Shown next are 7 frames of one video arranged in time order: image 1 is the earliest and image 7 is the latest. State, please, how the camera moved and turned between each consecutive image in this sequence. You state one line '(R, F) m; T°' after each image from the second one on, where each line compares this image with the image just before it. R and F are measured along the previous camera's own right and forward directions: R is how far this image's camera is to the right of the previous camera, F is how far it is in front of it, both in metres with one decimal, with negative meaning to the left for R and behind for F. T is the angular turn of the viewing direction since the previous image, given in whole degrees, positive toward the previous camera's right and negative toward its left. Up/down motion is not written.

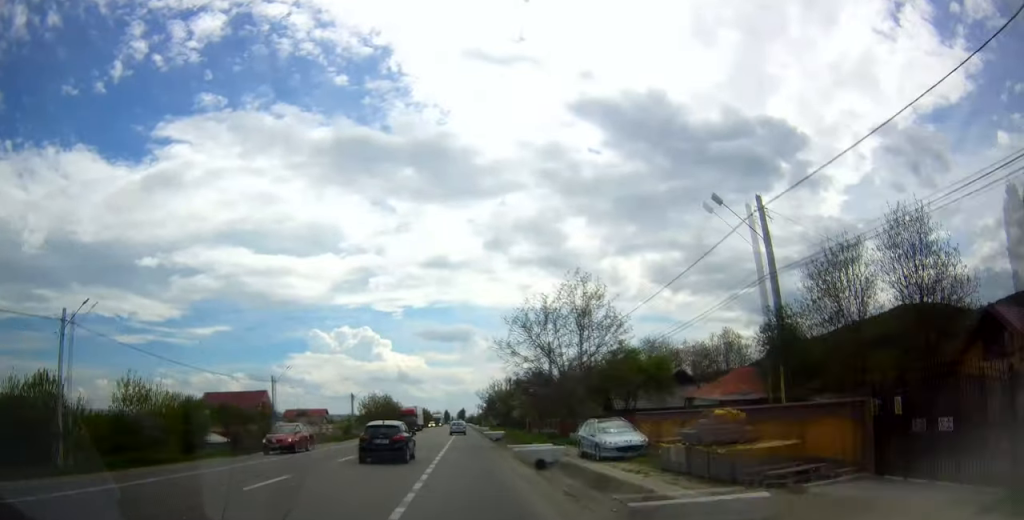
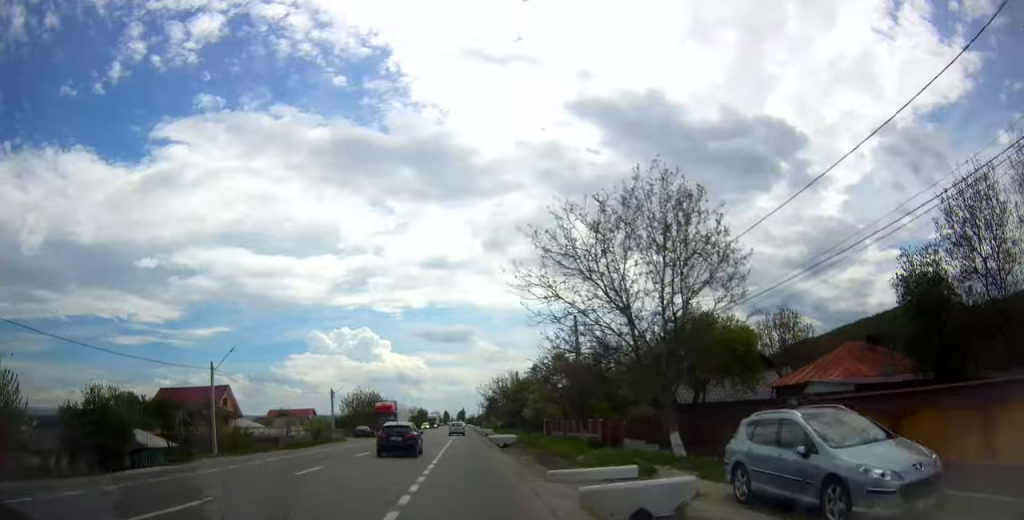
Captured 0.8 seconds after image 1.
(-0.3, +14.3) m; 0°
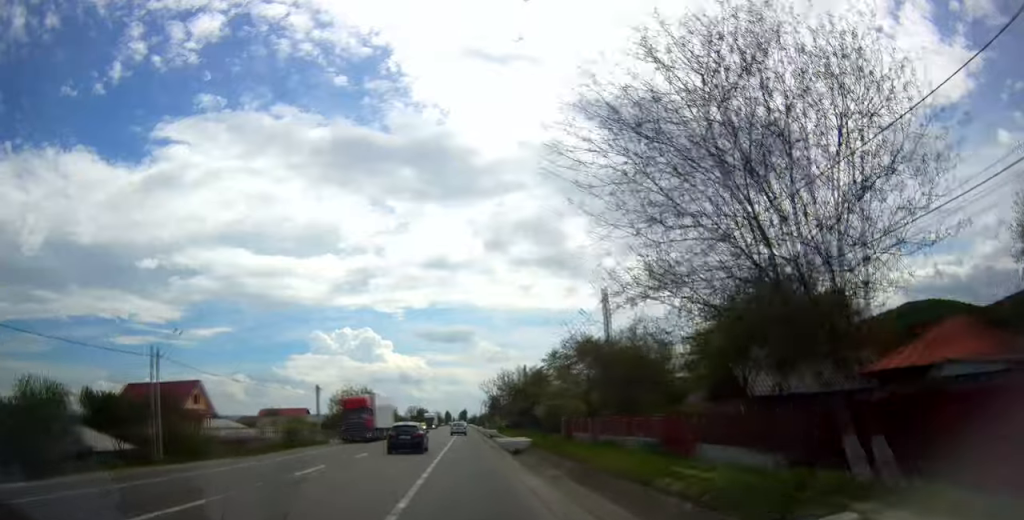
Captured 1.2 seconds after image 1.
(+0.1, +9.0) m; 0°
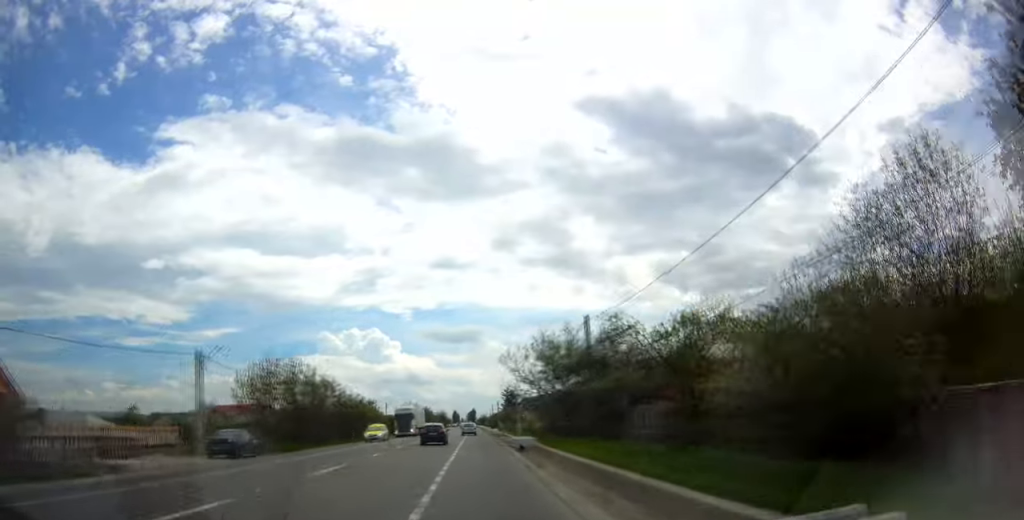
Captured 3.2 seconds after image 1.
(+0.1, +35.7) m; 0°
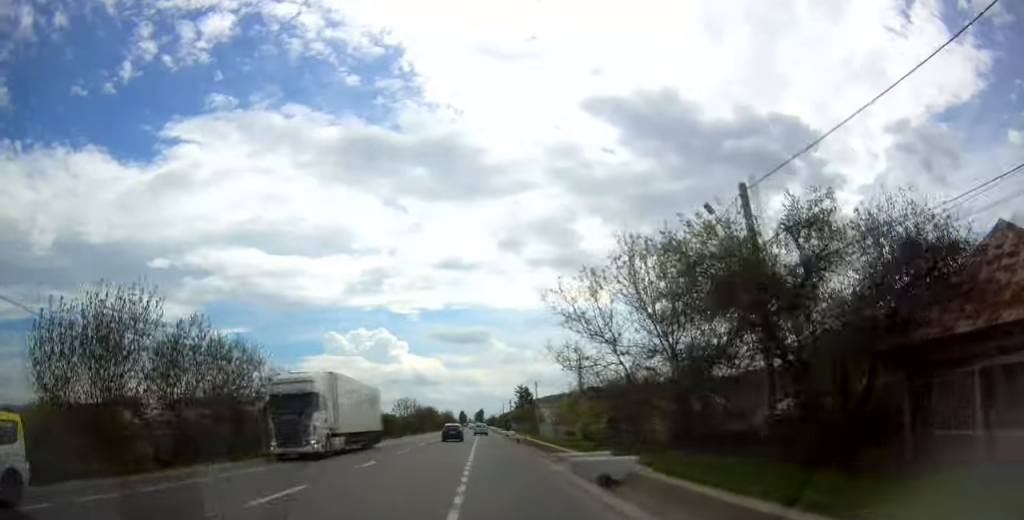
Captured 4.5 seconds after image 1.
(+0.1, +24.6) m; 0°
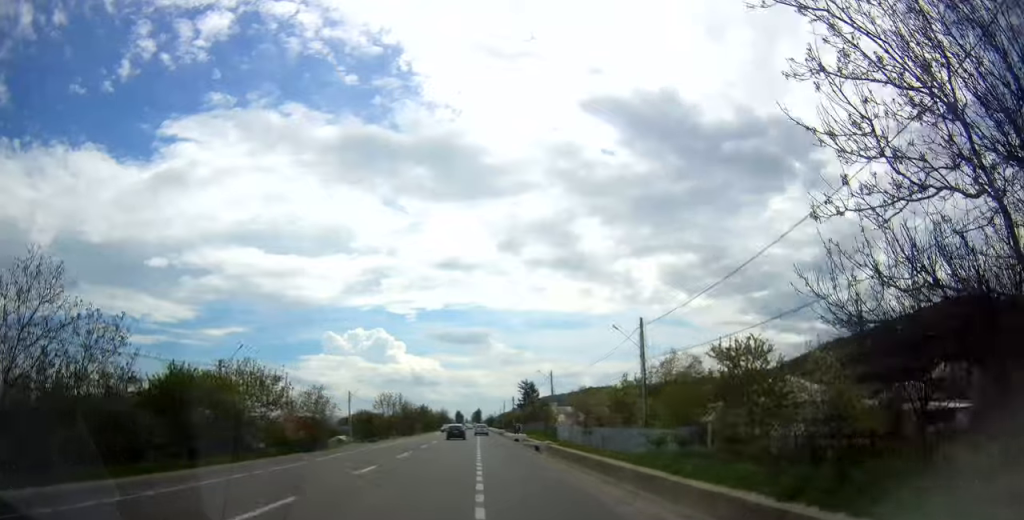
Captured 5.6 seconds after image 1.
(-0.1, +20.0) m; -2°
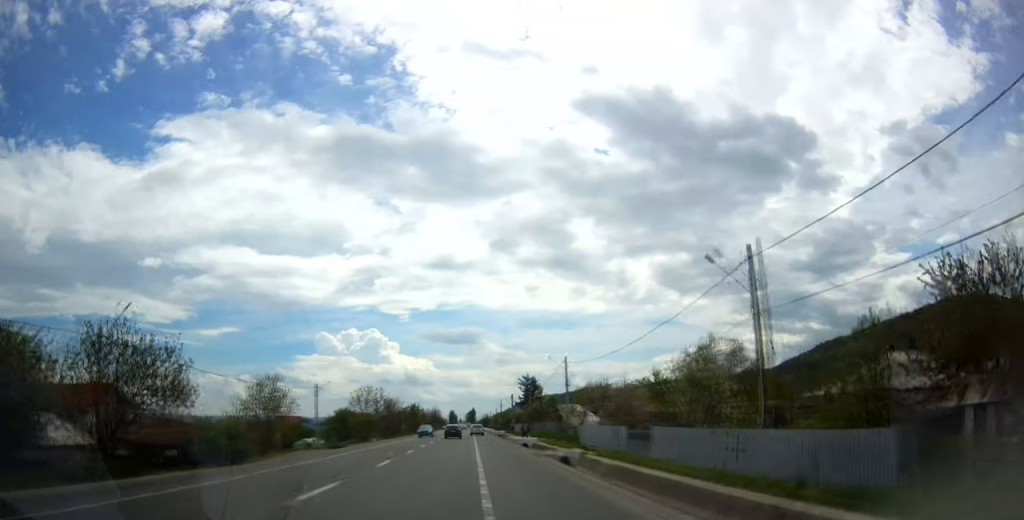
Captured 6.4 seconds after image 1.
(-0.3, +14.7) m; -1°
